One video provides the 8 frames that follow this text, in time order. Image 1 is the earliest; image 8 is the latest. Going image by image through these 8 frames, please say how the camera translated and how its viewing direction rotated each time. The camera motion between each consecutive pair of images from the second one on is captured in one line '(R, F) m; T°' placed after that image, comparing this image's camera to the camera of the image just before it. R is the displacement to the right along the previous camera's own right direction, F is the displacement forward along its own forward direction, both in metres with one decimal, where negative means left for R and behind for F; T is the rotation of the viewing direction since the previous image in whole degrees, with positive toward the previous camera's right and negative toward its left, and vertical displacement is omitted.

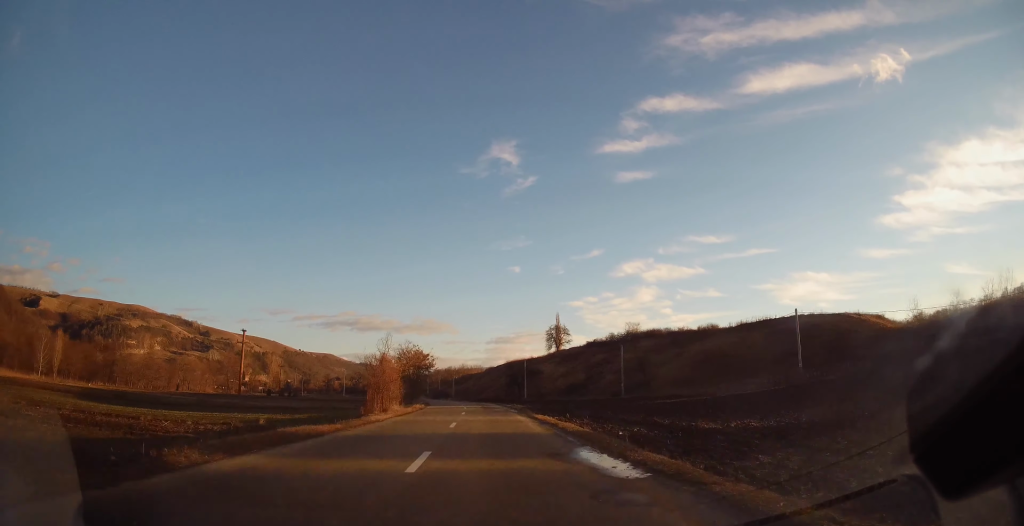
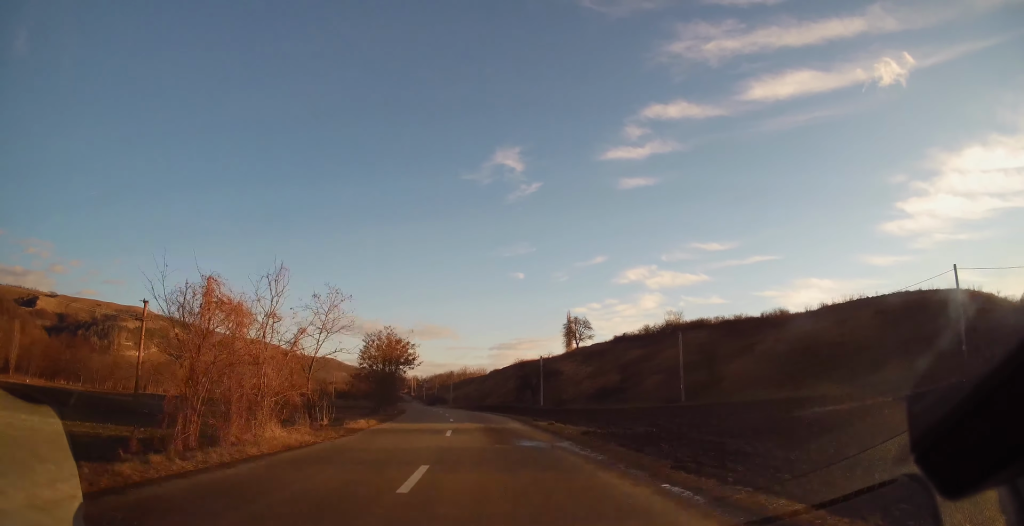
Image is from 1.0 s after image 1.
(+0.2, +24.6) m; -1°
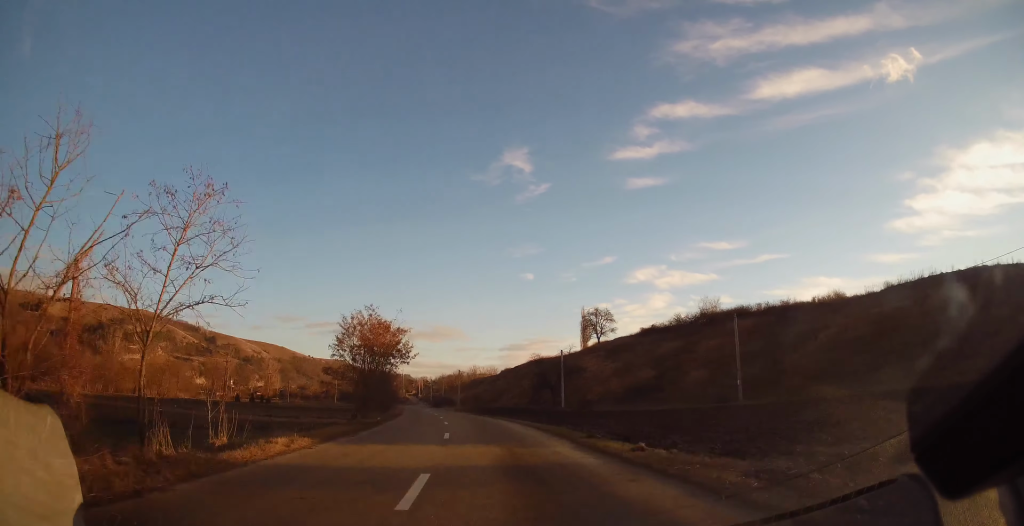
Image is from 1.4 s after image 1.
(0.0, +12.0) m; -2°
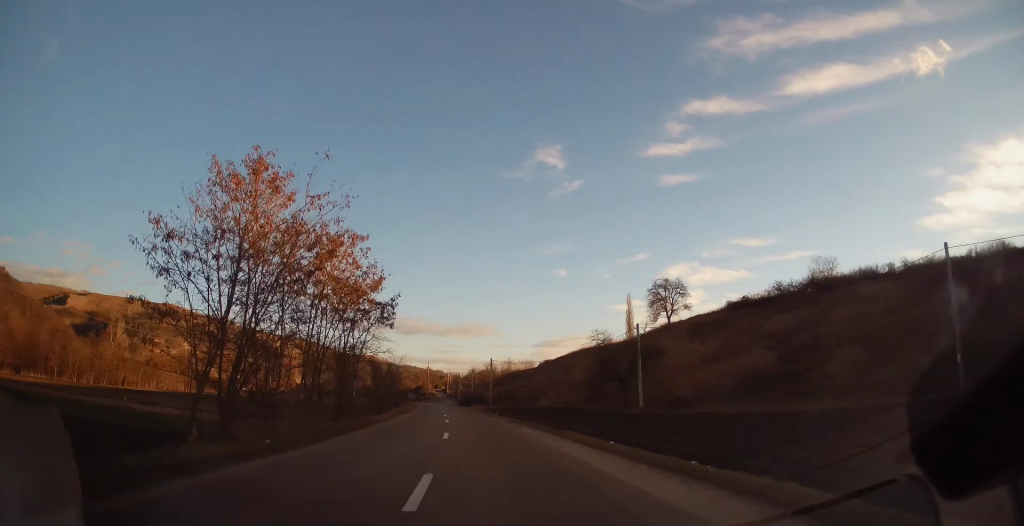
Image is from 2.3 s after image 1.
(-0.9, +23.3) m; -3°
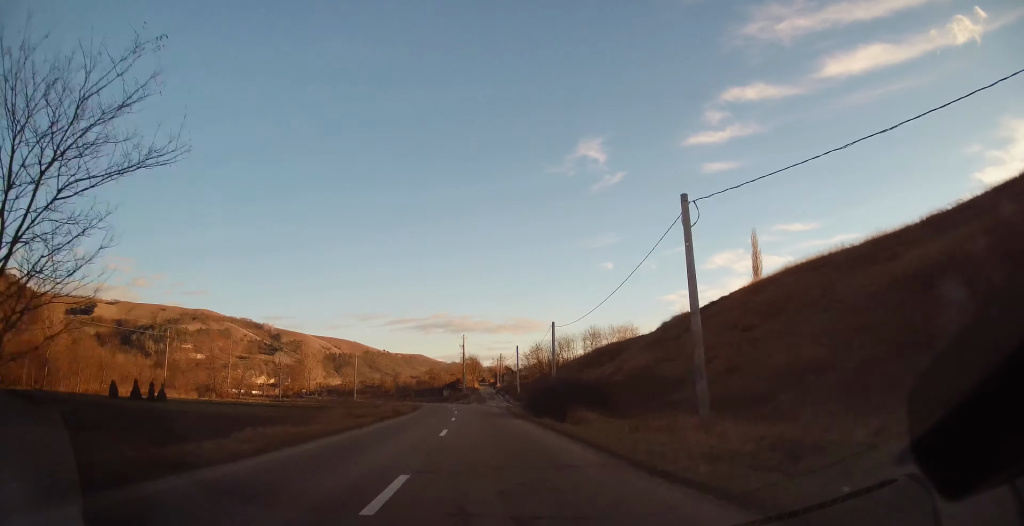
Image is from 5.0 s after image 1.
(-3.6, +68.1) m; -5°
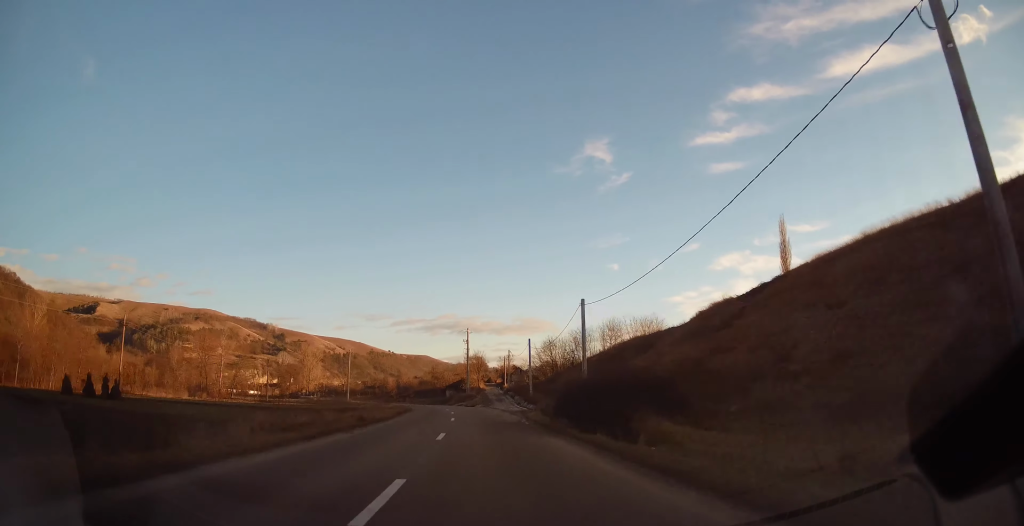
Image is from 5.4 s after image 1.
(0.0, +11.9) m; 0°
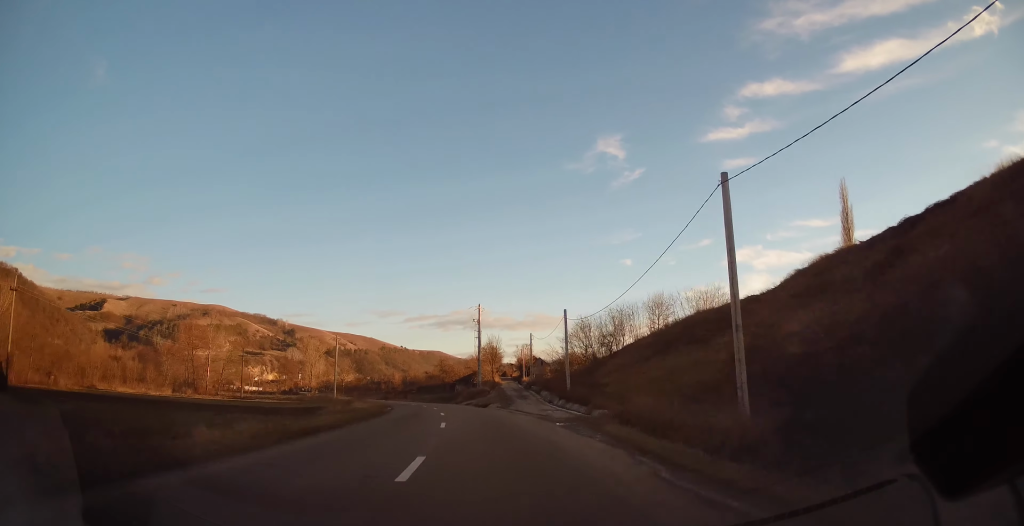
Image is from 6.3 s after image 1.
(-0.2, +20.9) m; -2°
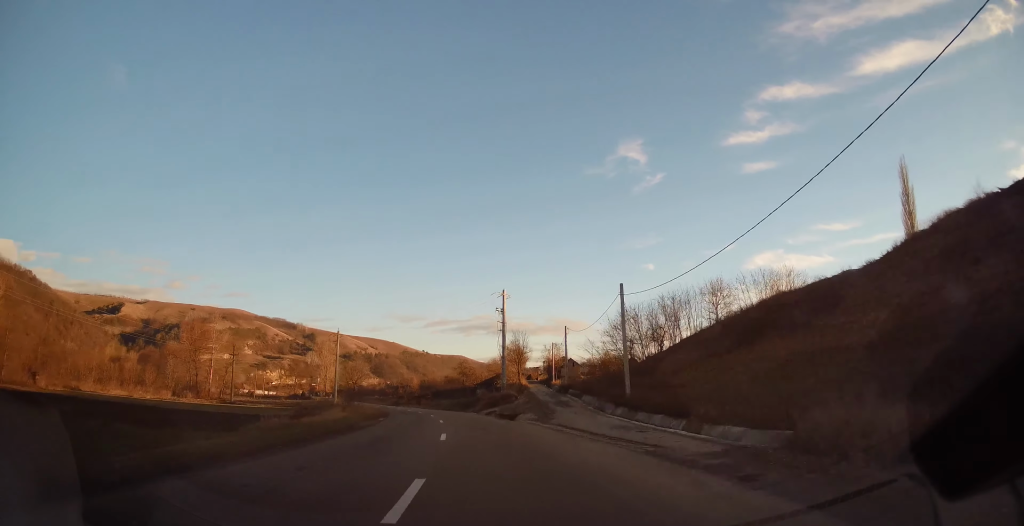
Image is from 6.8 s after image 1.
(0.0, +14.1) m; -3°
